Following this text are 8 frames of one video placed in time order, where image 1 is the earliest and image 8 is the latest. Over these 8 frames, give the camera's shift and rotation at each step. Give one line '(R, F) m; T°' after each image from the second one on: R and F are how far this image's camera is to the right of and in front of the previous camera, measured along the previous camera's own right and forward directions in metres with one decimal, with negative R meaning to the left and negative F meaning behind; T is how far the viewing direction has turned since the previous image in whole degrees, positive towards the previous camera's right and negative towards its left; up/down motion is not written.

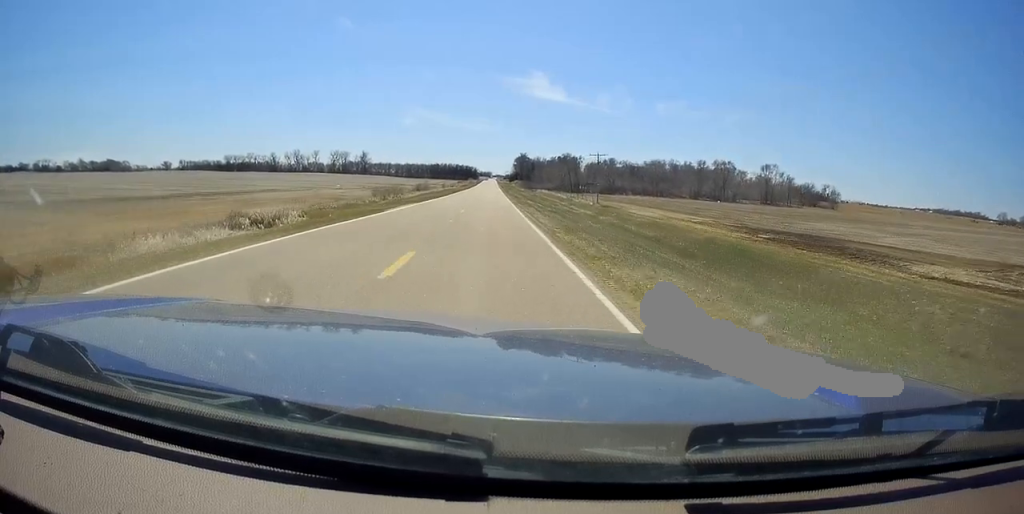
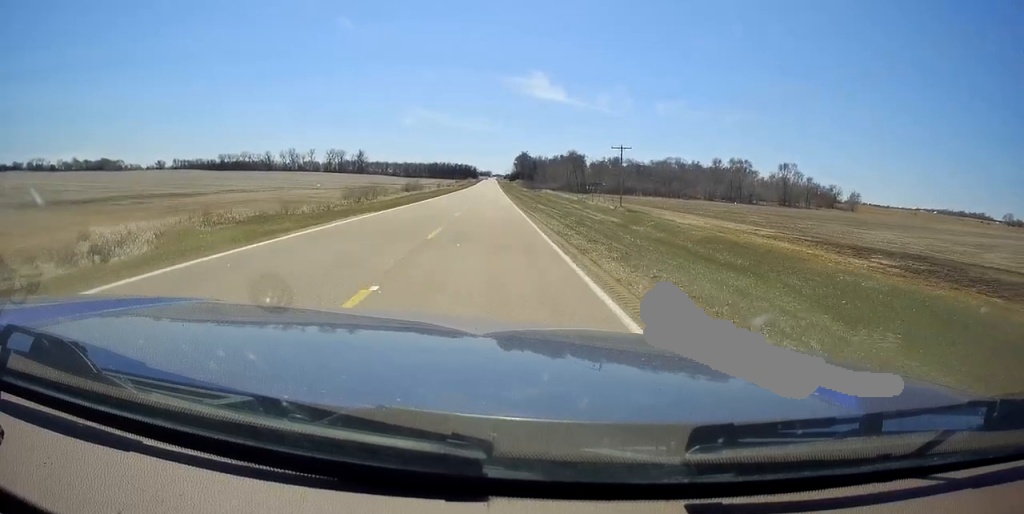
(0.0, +15.6) m; 0°
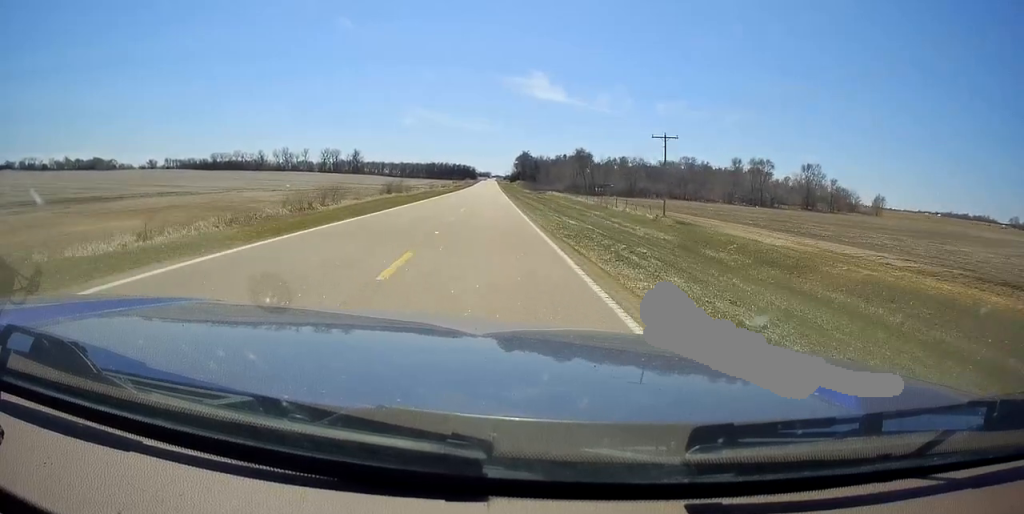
(0.0, +18.3) m; 0°
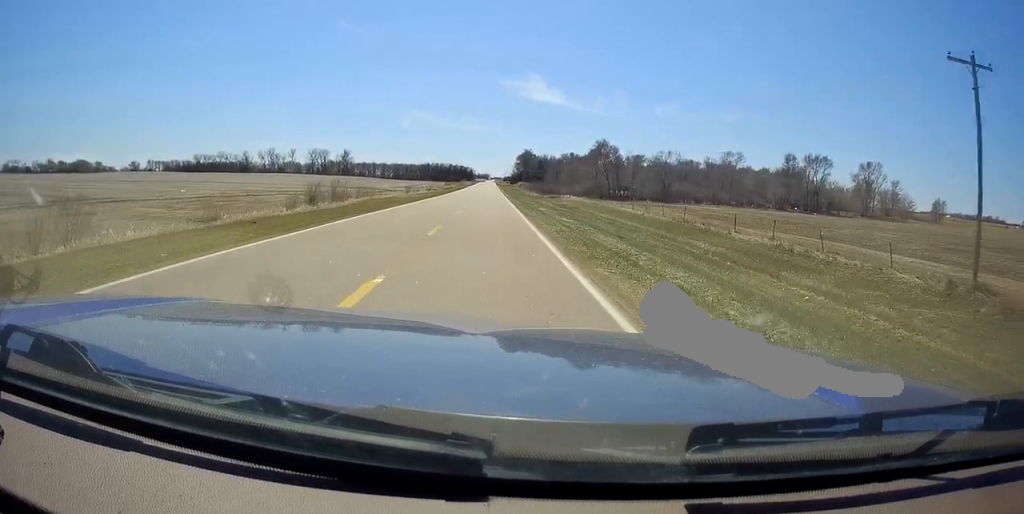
(0.0, +37.0) m; 0°
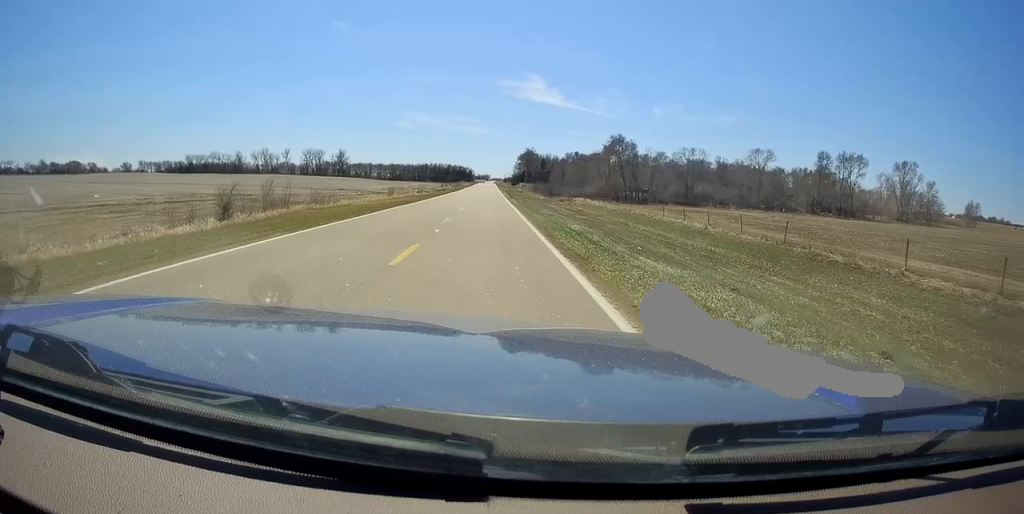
(0.0, +17.1) m; 0°
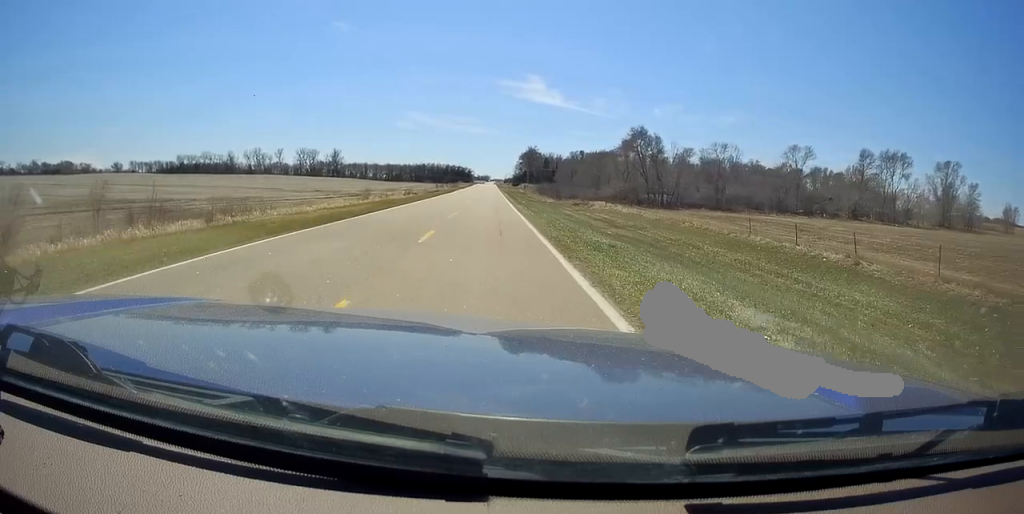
(0.0, +18.2) m; 0°
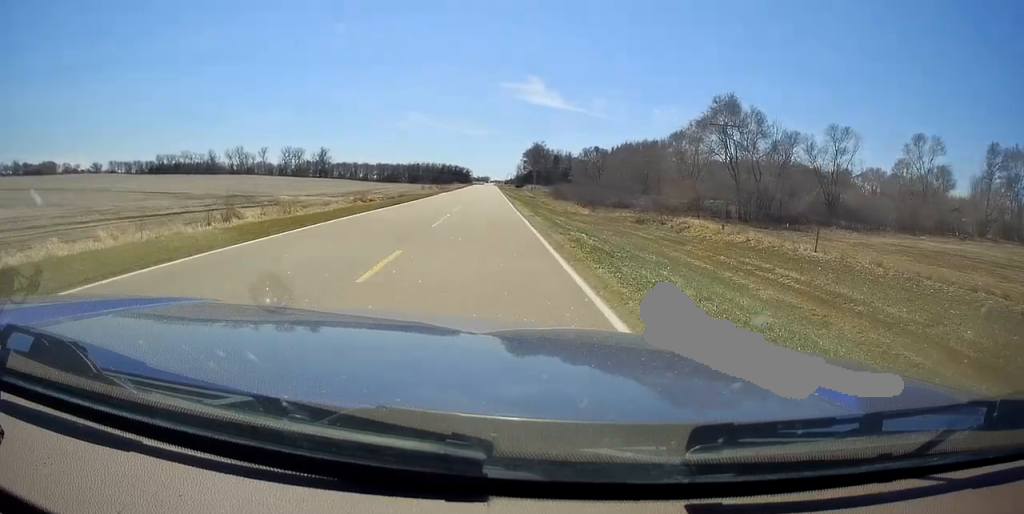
(0.0, +39.9) m; 0°
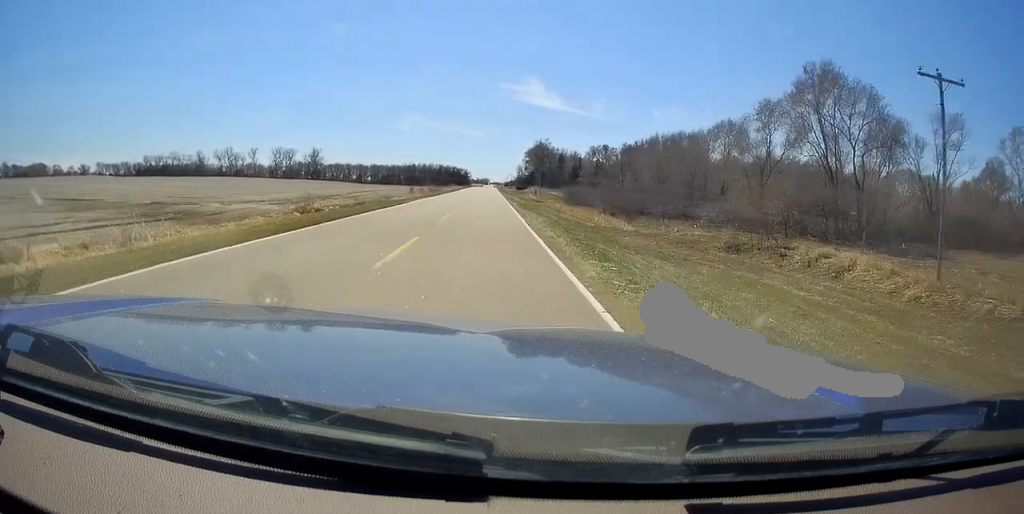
(0.0, +20.7) m; 0°
